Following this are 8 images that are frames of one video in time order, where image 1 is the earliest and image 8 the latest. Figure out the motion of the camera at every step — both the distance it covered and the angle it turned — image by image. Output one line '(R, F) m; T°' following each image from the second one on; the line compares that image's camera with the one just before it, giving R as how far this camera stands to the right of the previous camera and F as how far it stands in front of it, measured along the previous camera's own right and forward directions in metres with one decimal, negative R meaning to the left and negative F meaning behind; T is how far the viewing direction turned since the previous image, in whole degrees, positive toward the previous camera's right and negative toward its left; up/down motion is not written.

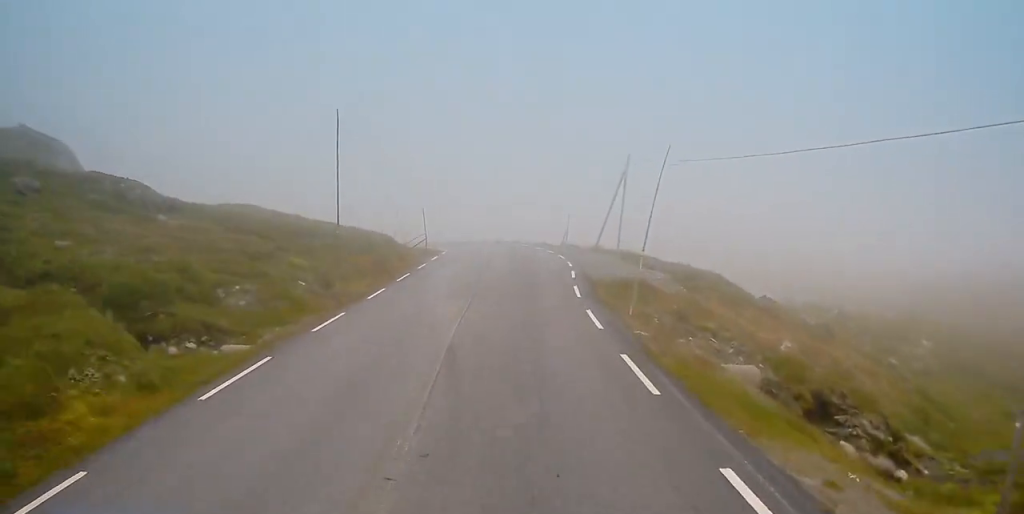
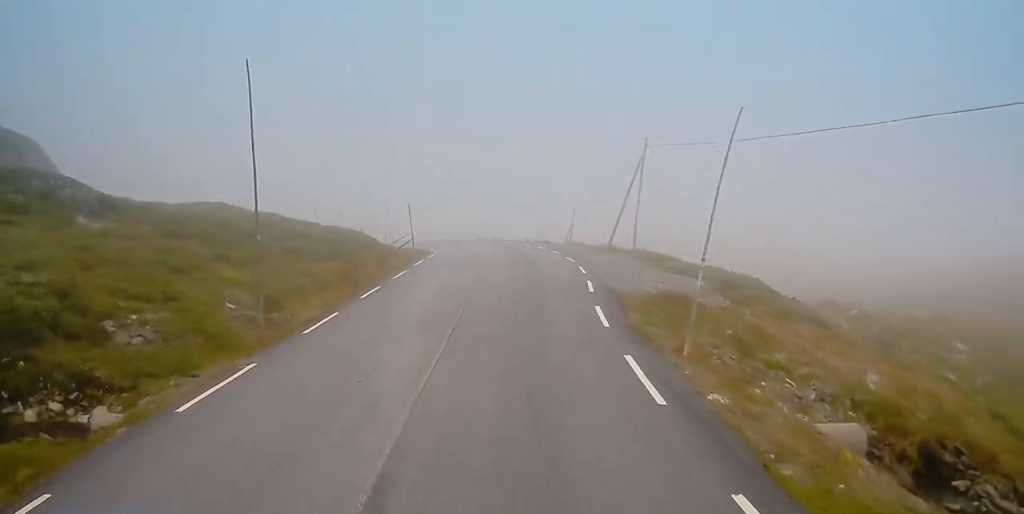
(0.0, +6.5) m; +1°
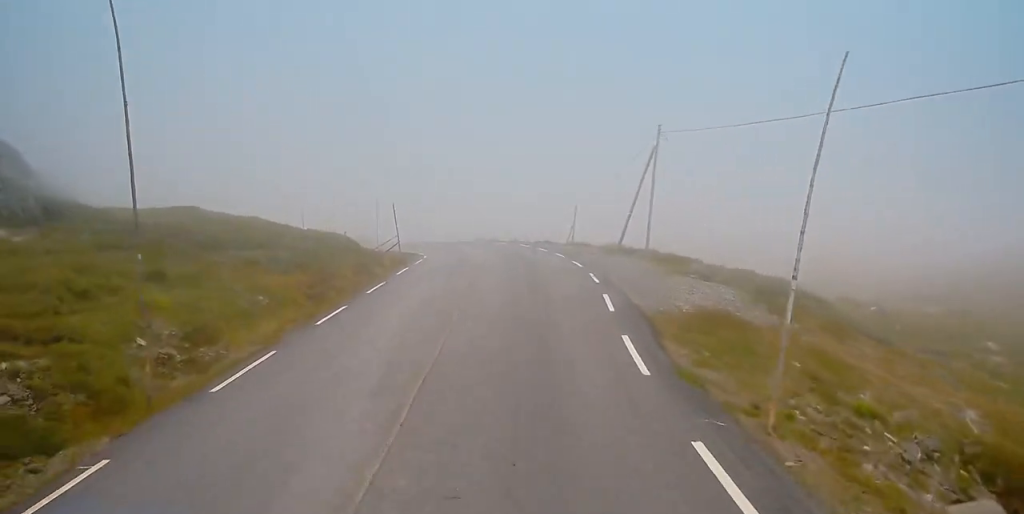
(+0.1, +4.6) m; +1°
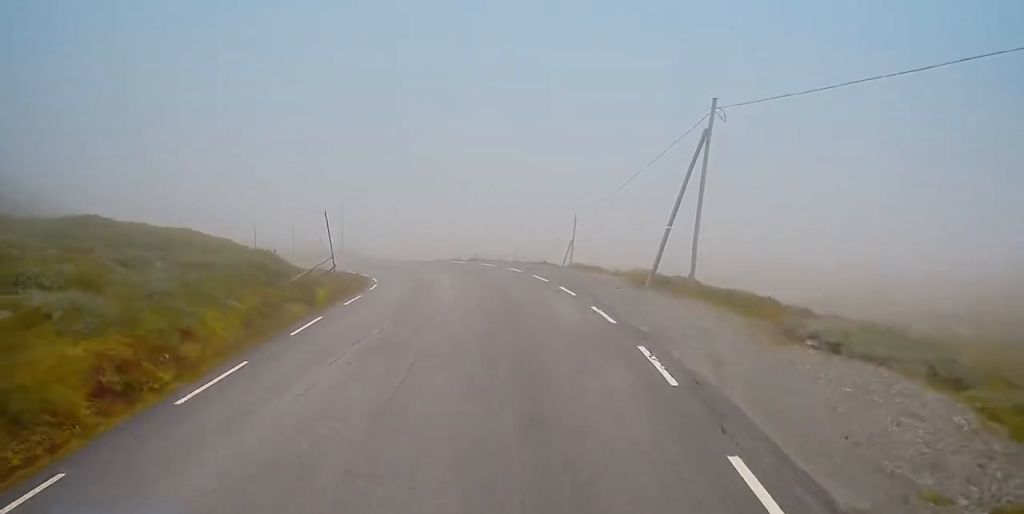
(+0.1, +12.0) m; -2°
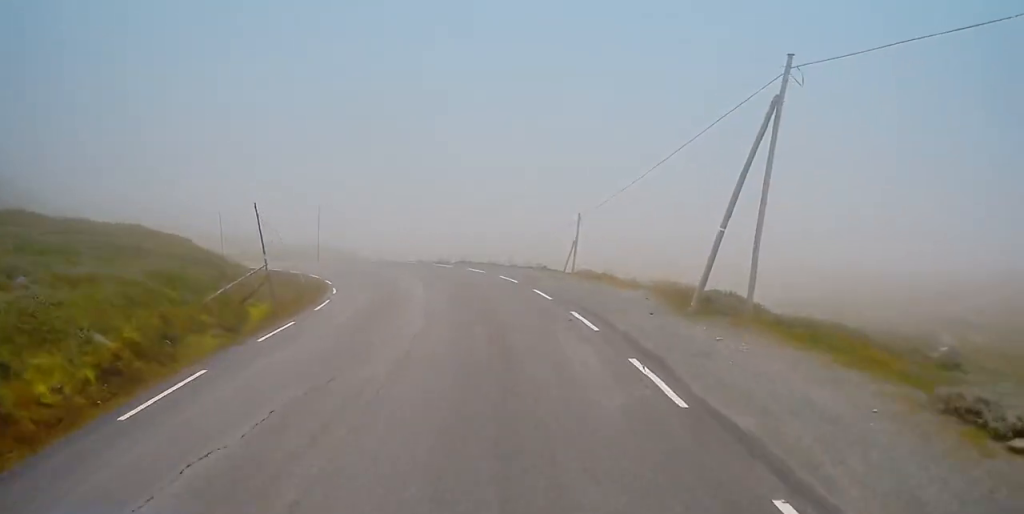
(-0.2, +7.0) m; -1°
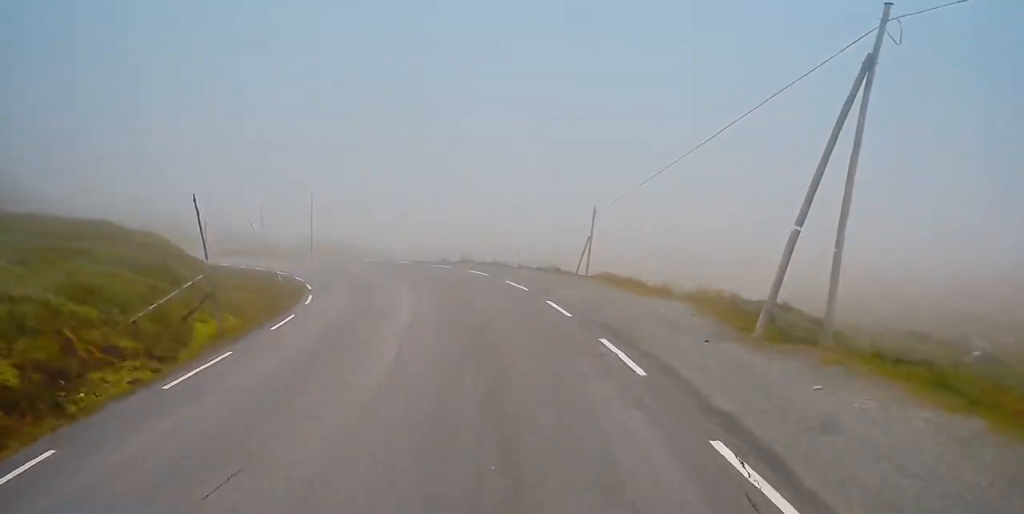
(-0.2, +4.5) m; -1°
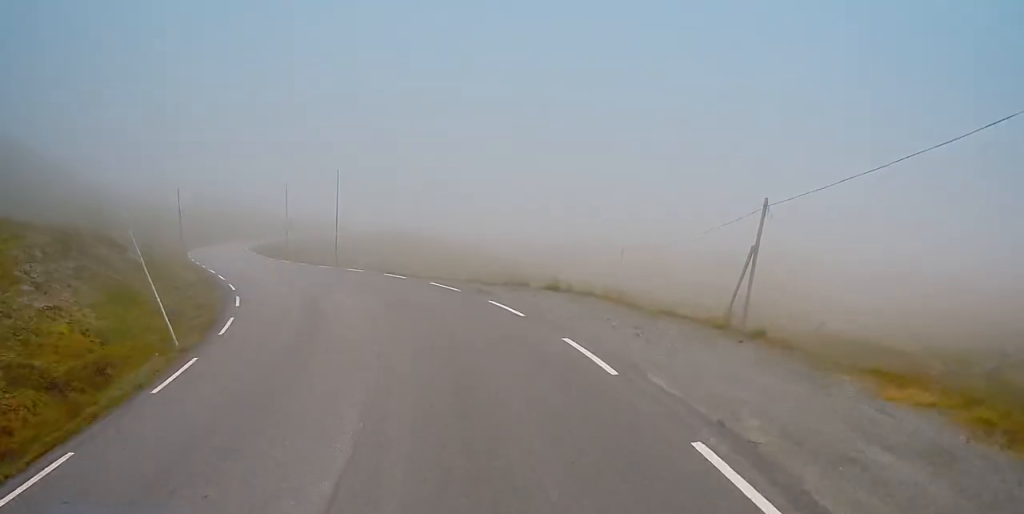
(-0.6, +17.9) m; -9°
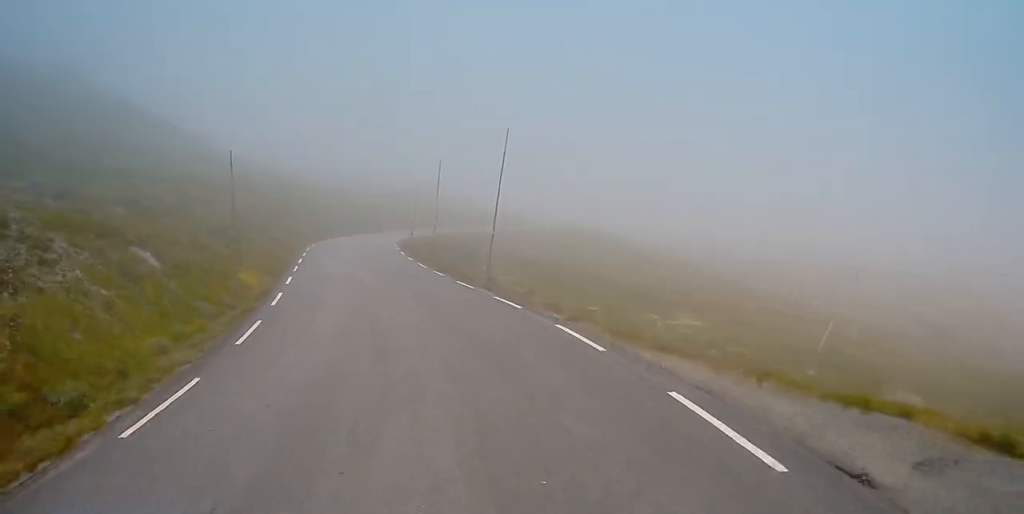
(-1.7, +15.5) m; -11°
